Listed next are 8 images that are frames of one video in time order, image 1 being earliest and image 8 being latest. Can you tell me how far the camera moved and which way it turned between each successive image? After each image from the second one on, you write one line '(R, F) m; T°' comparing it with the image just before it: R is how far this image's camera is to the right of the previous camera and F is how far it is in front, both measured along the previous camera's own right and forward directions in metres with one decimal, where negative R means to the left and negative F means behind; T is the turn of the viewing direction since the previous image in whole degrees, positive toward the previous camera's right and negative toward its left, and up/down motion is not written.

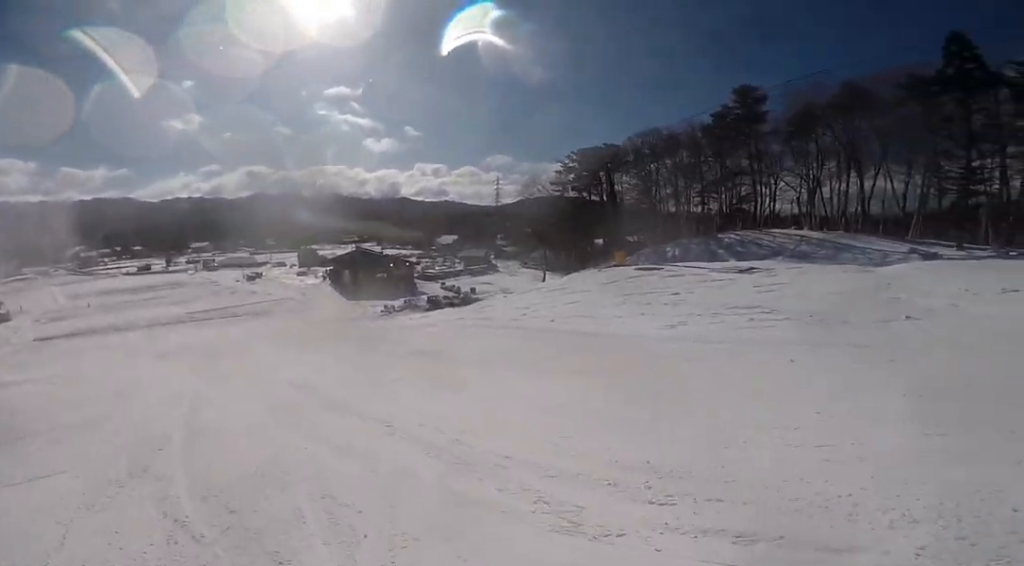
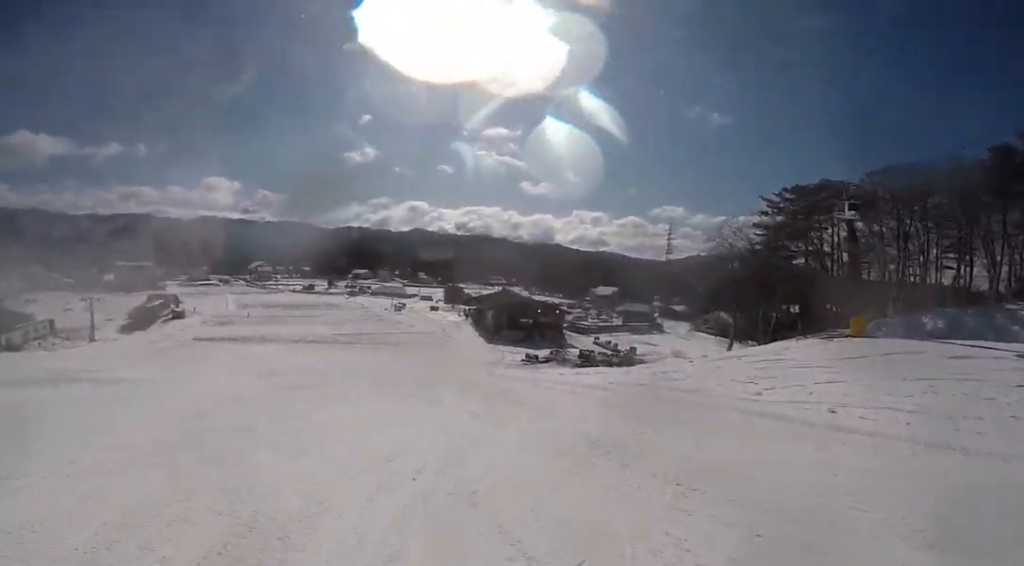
(-1.3, +6.6) m; -33°
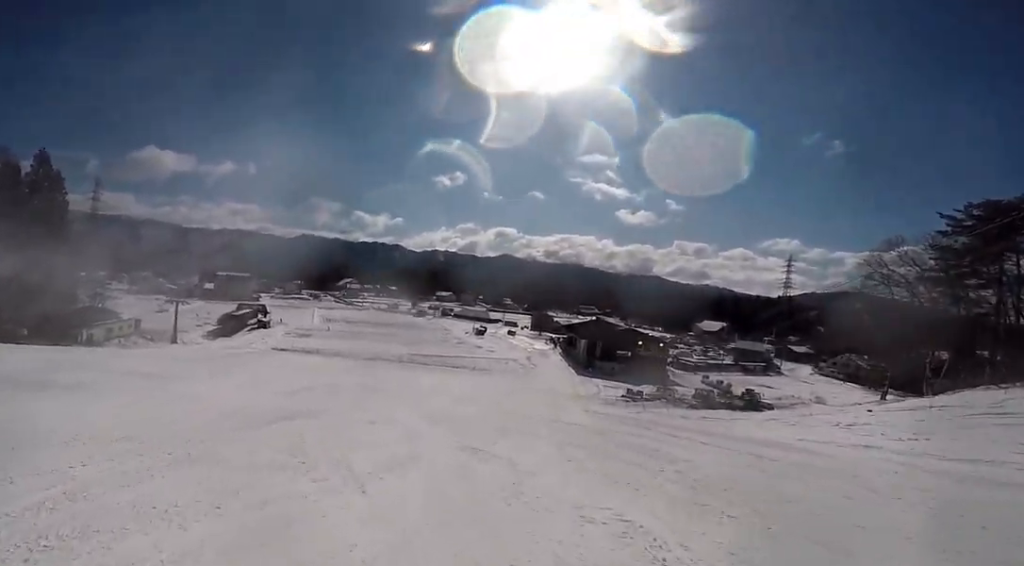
(-1.8, +5.7) m; -26°
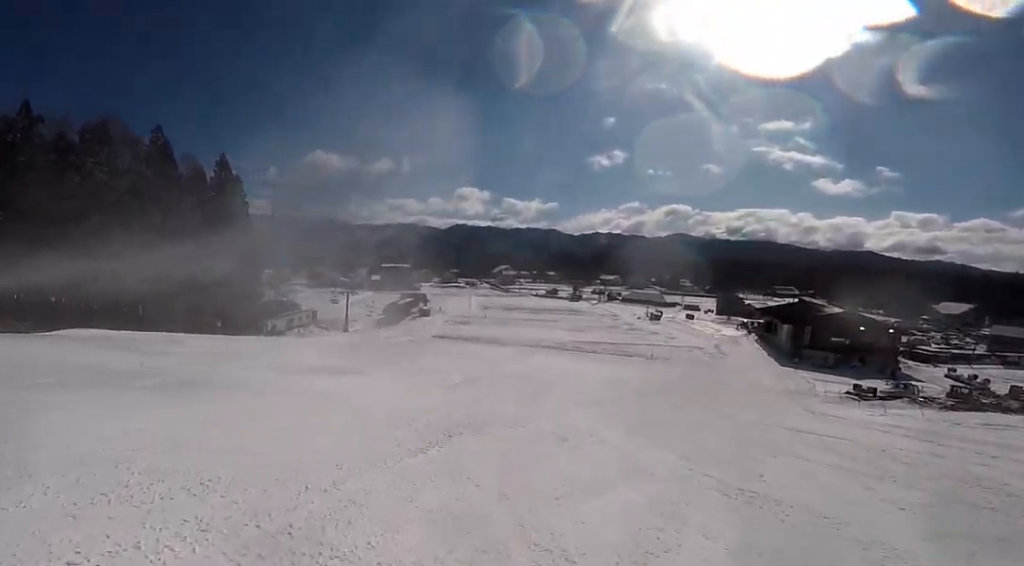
(+0.1, +2.7) m; -6°
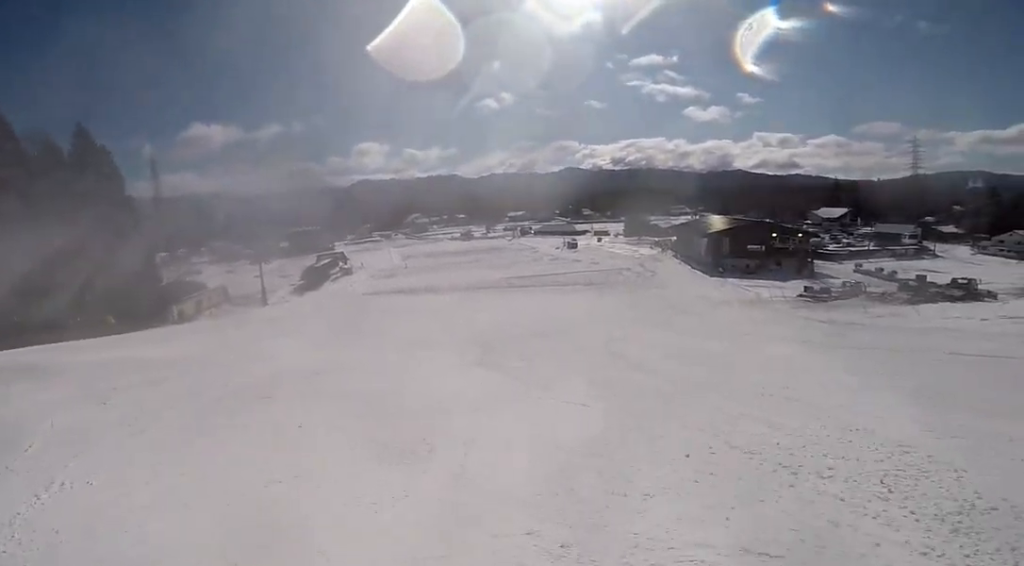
(+1.2, +5.9) m; +53°
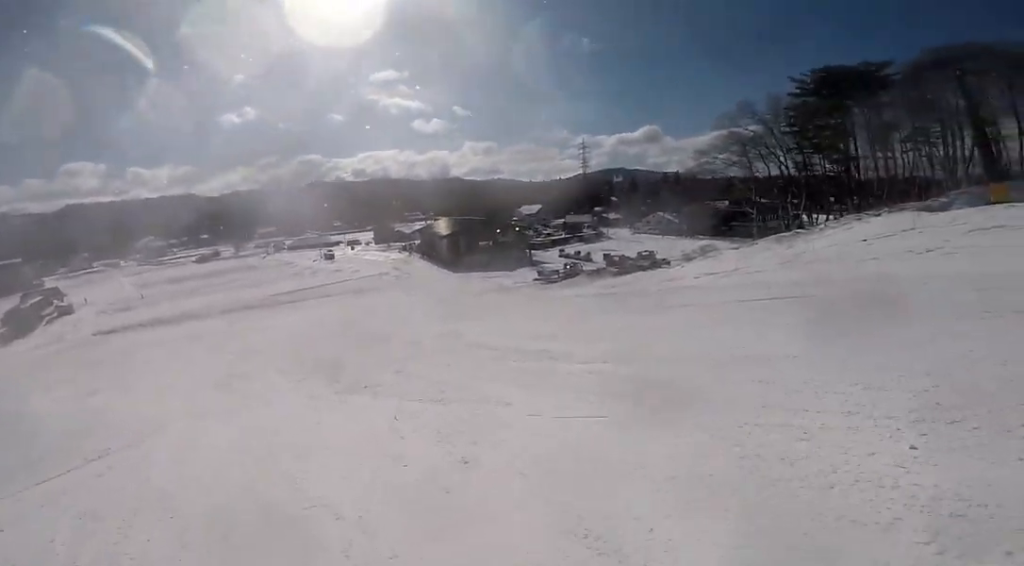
(+0.6, +3.1) m; +22°
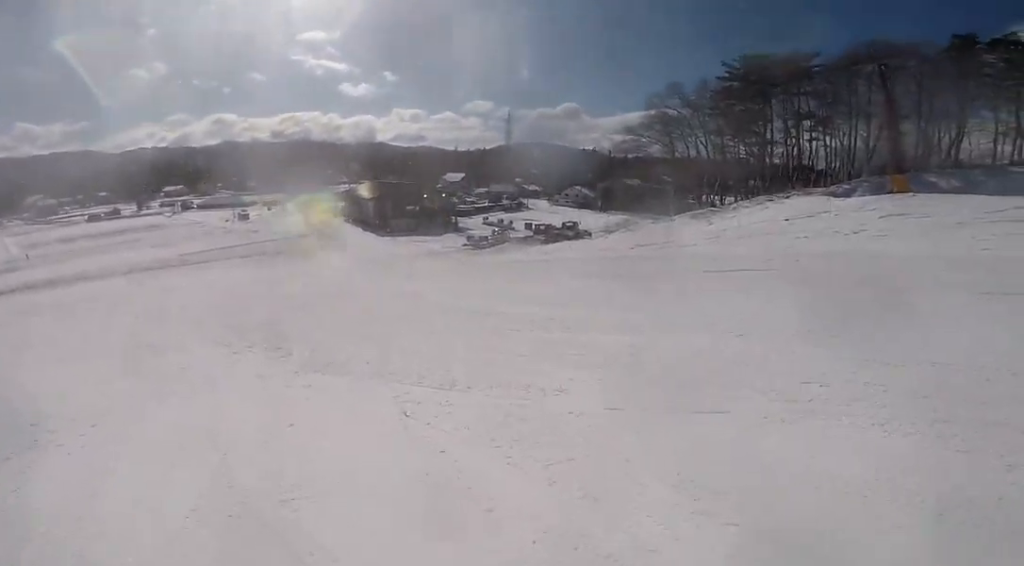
(+0.1, +1.7) m; +9°
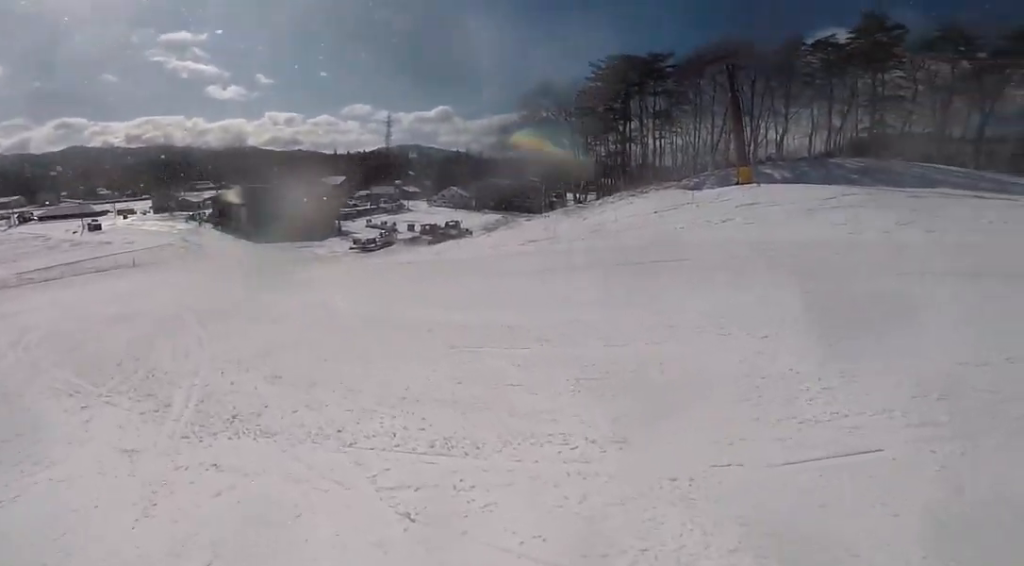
(+0.4, +1.6) m; +9°
